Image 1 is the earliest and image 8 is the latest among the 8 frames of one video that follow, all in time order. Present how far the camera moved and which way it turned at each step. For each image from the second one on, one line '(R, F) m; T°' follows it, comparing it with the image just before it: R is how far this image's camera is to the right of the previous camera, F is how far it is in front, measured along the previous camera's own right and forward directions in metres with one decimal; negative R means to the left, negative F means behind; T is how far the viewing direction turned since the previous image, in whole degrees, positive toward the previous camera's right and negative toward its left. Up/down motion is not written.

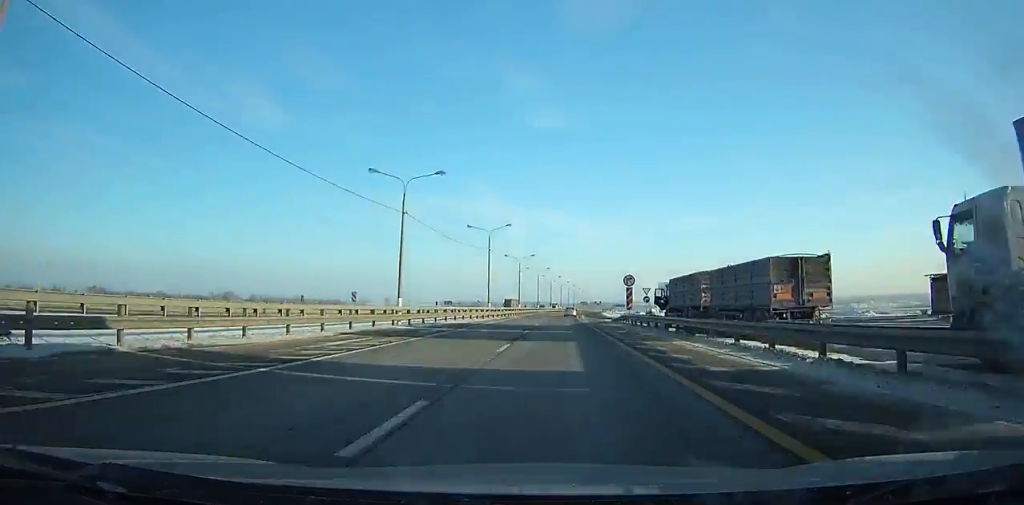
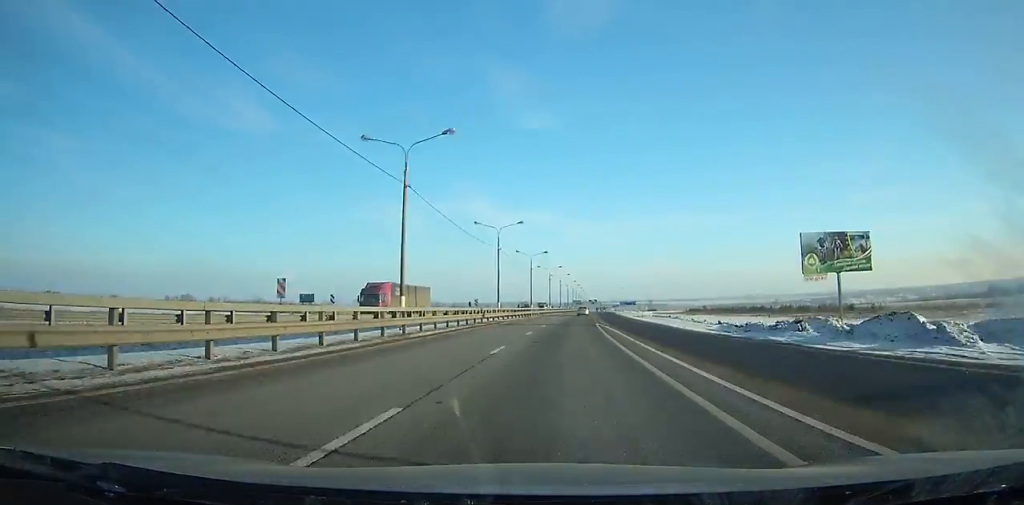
(+0.1, +71.3) m; +1°
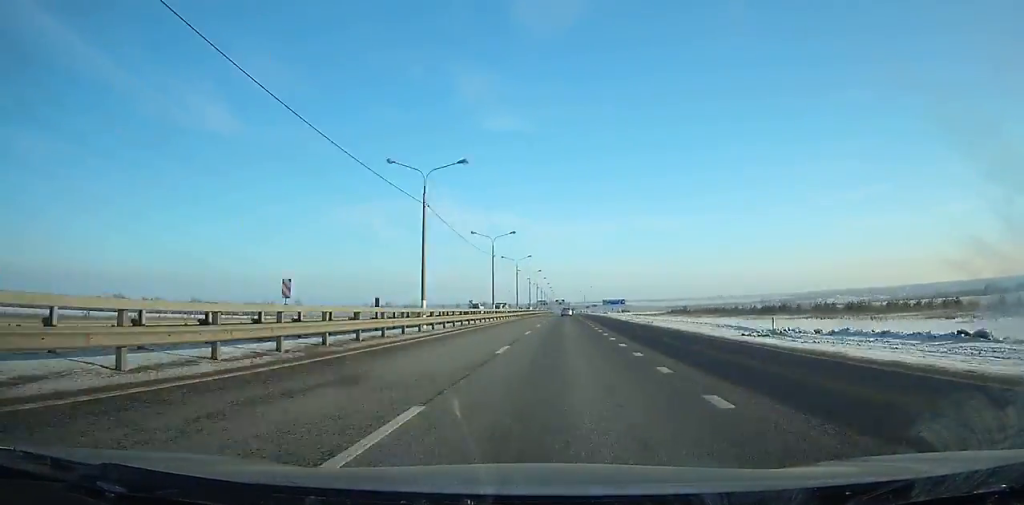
(+0.9, +58.3) m; +2°
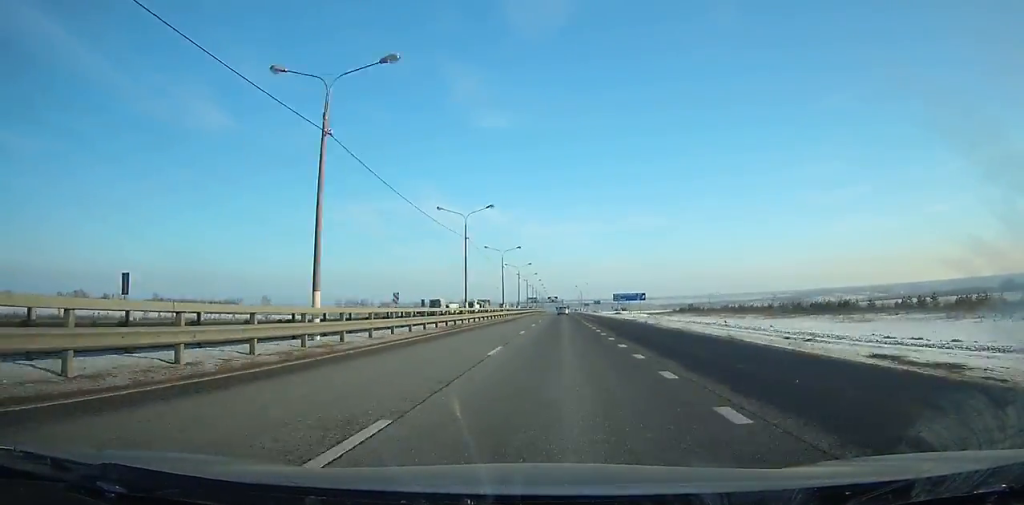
(+1.1, +47.7) m; +1°
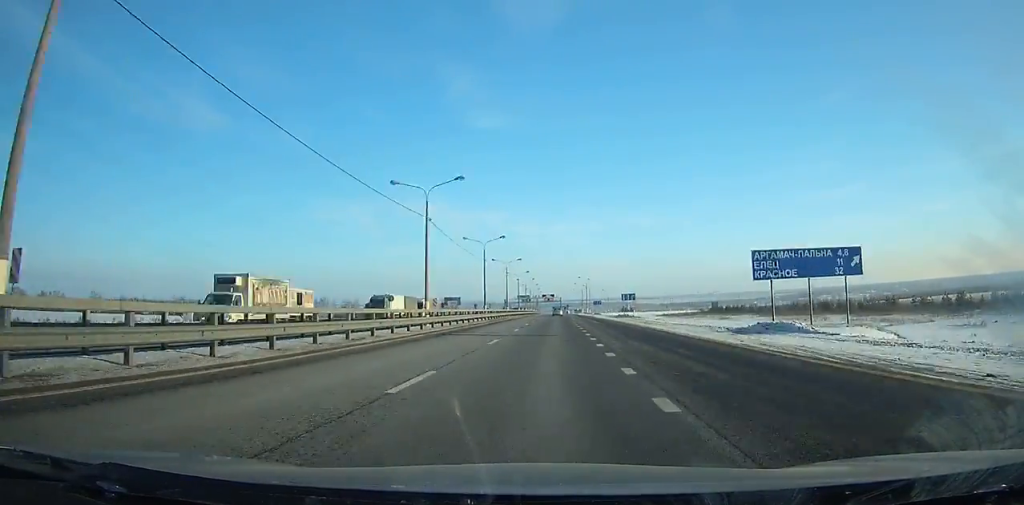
(+0.4, +76.8) m; 0°
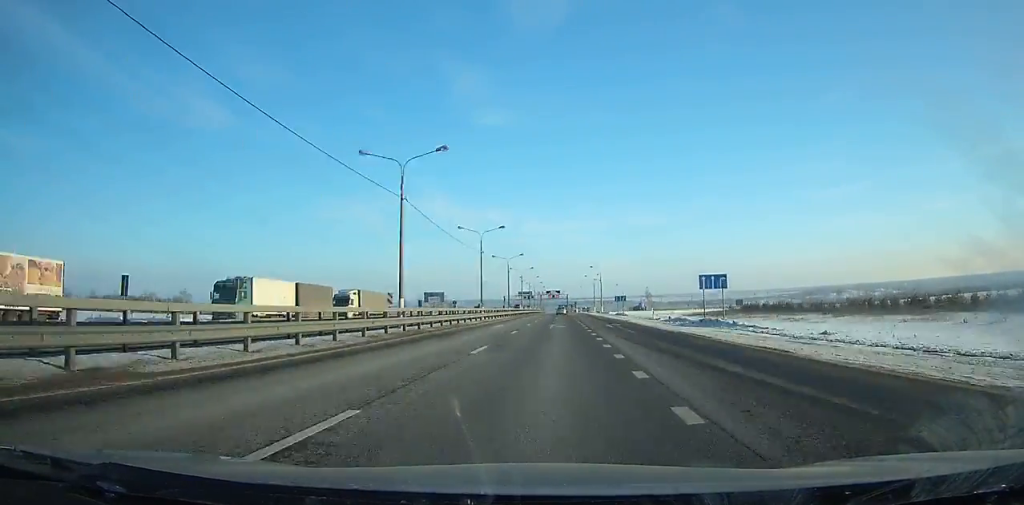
(-0.1, +39.5) m; 0°
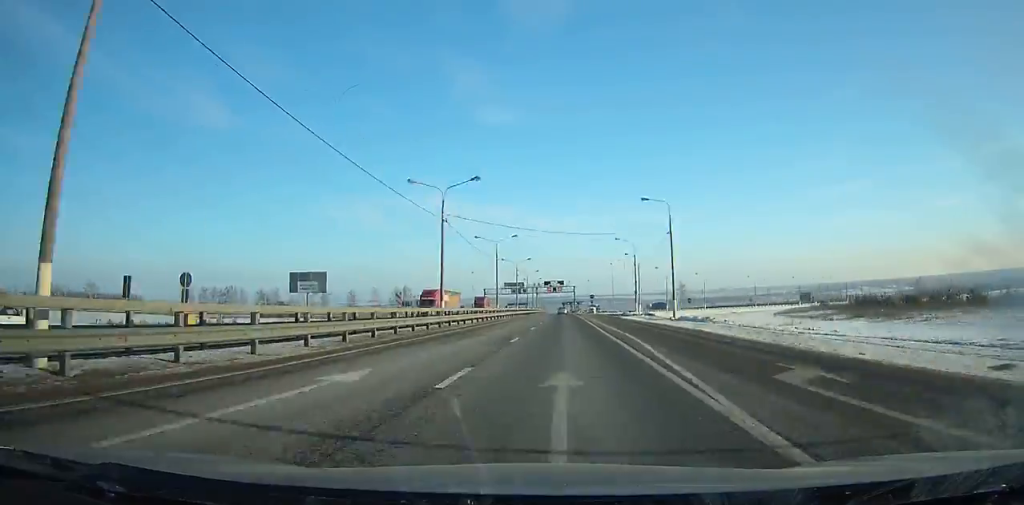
(-0.4, +89.4) m; 0°
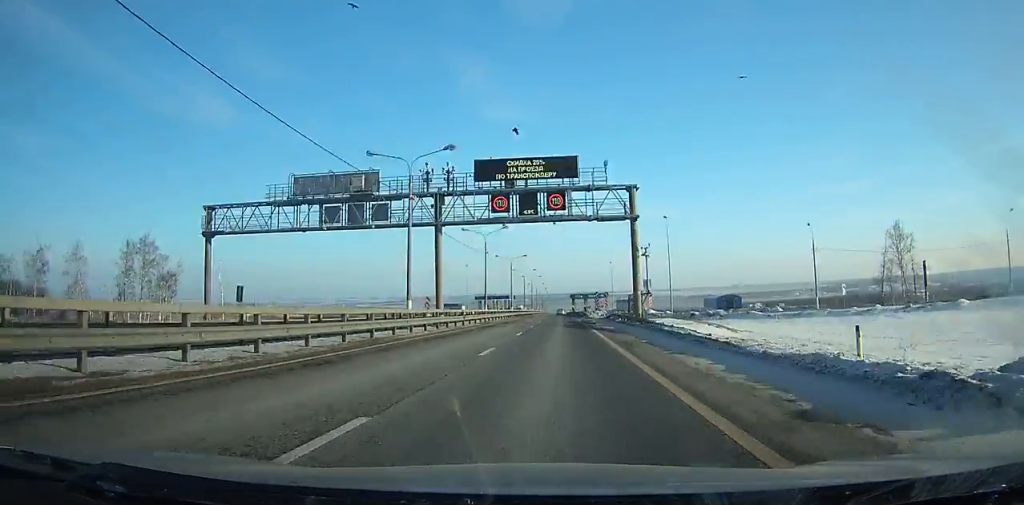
(-0.9, +171.3) m; -1°
